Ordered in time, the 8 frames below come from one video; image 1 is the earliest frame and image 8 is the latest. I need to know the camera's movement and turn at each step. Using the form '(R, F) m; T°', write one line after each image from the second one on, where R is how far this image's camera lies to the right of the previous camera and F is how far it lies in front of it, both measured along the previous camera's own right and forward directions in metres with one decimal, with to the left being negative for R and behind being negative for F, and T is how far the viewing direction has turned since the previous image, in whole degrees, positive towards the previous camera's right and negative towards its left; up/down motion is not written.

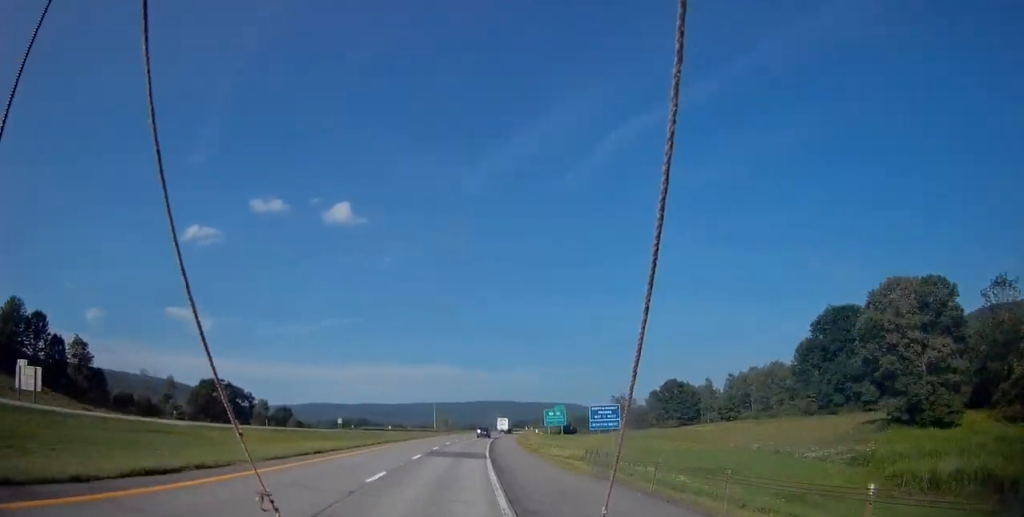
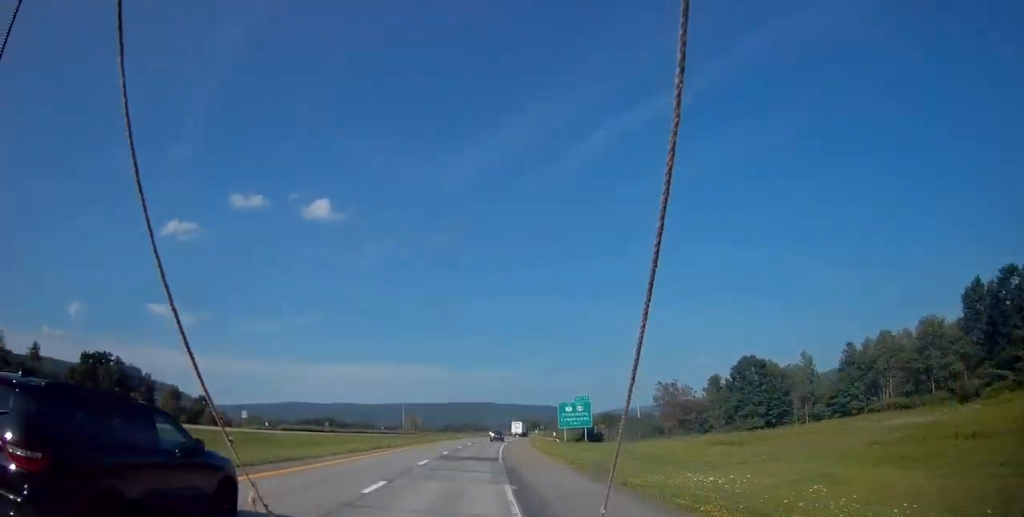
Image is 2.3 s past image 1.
(+3.1, +62.0) m; +3°
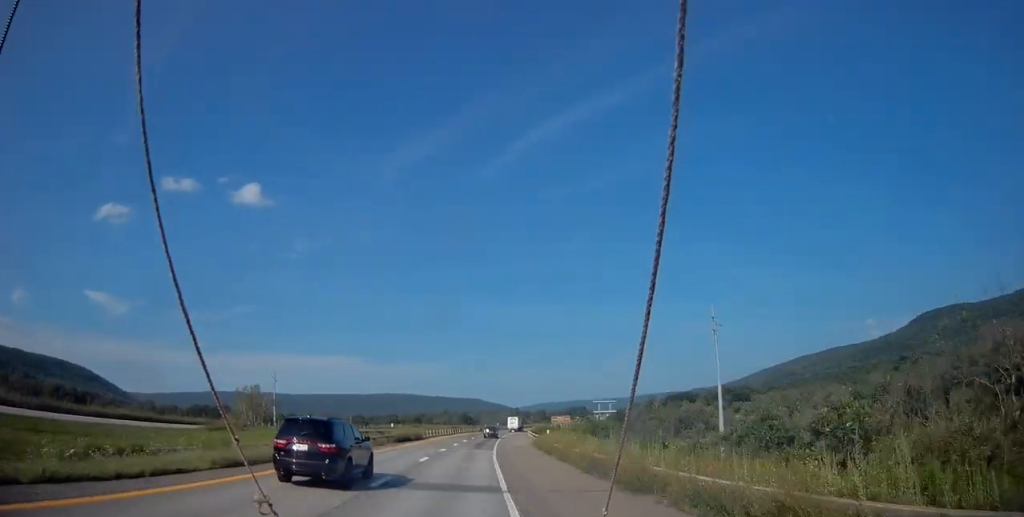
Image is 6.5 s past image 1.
(+6.5, +117.8) m; +7°
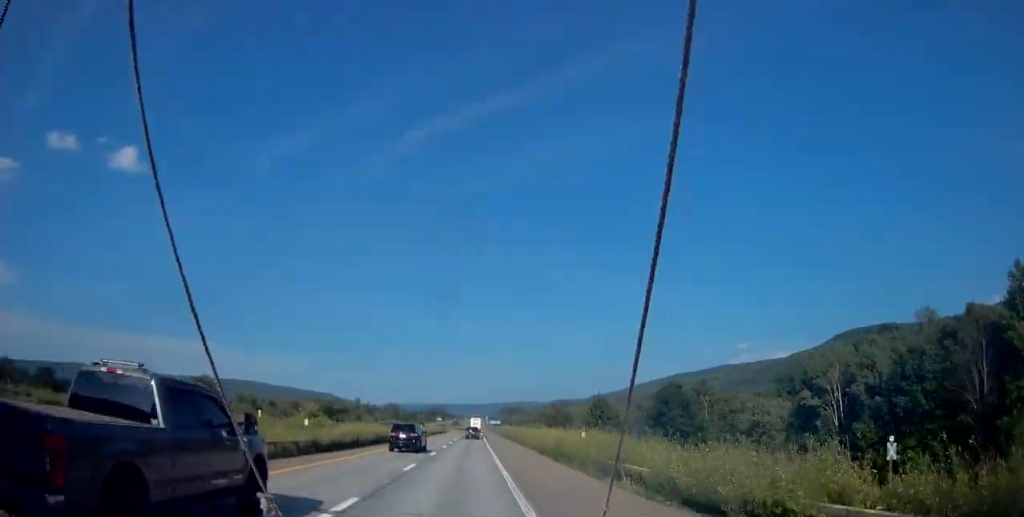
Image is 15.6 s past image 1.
(+31.7, +251.1) m; +13°
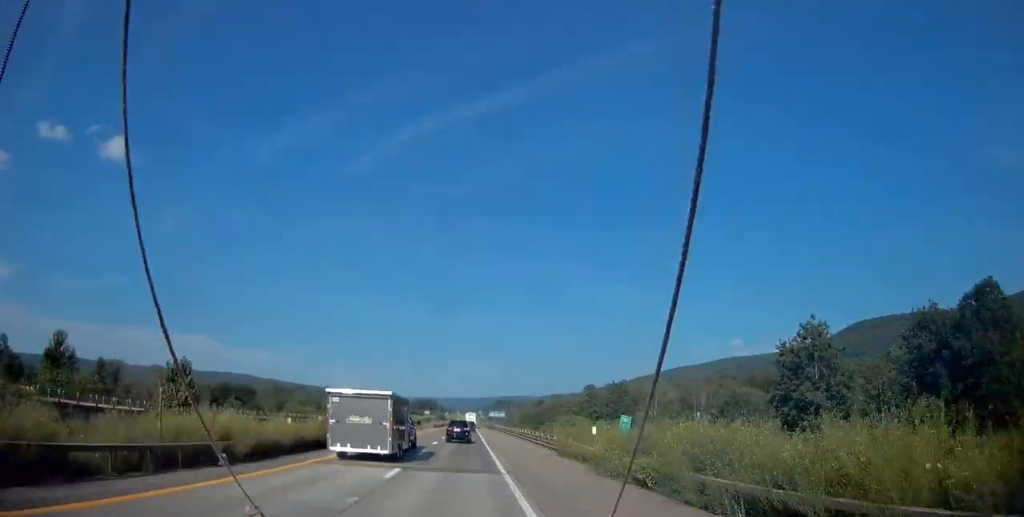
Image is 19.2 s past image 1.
(+2.2, +99.7) m; +1°
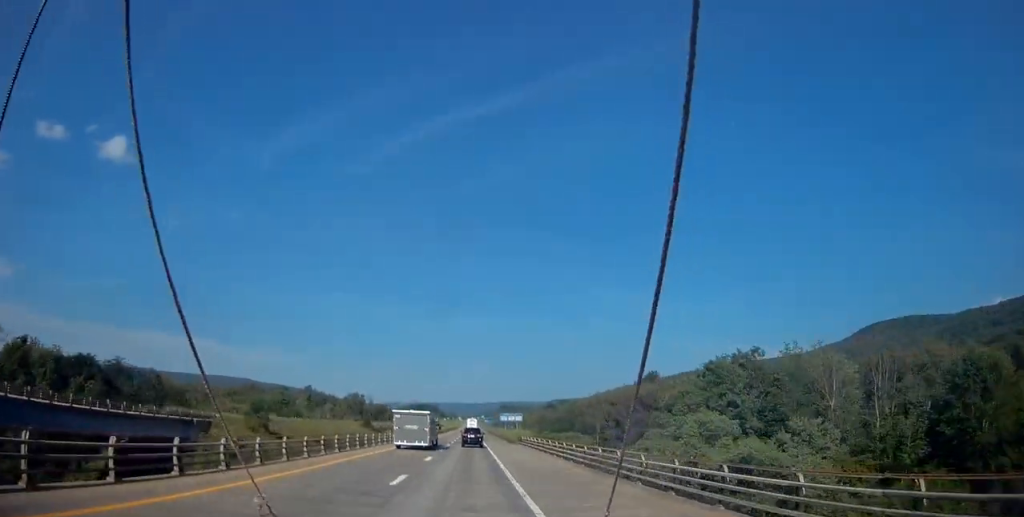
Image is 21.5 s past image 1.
(0.0, +62.2) m; 0°
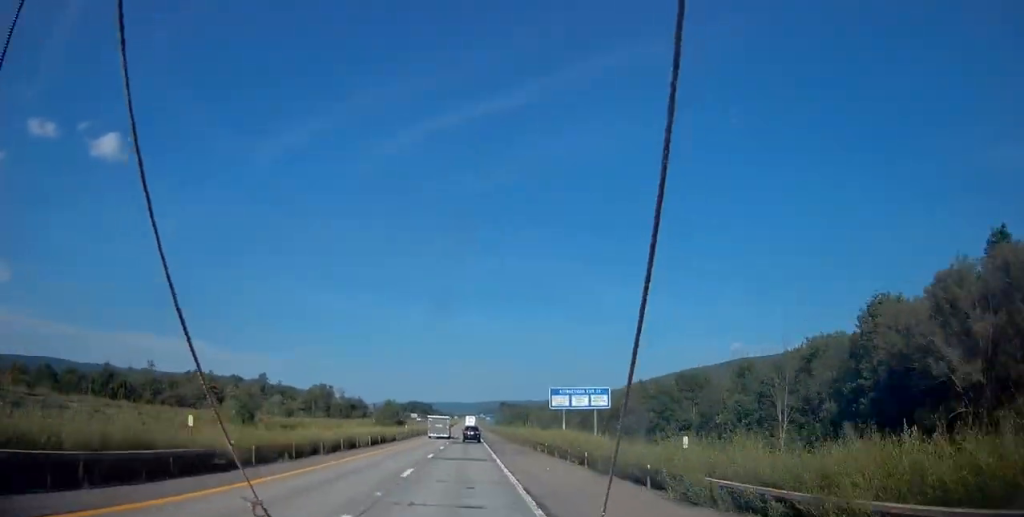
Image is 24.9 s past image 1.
(-0.3, +94.5) m; 0°
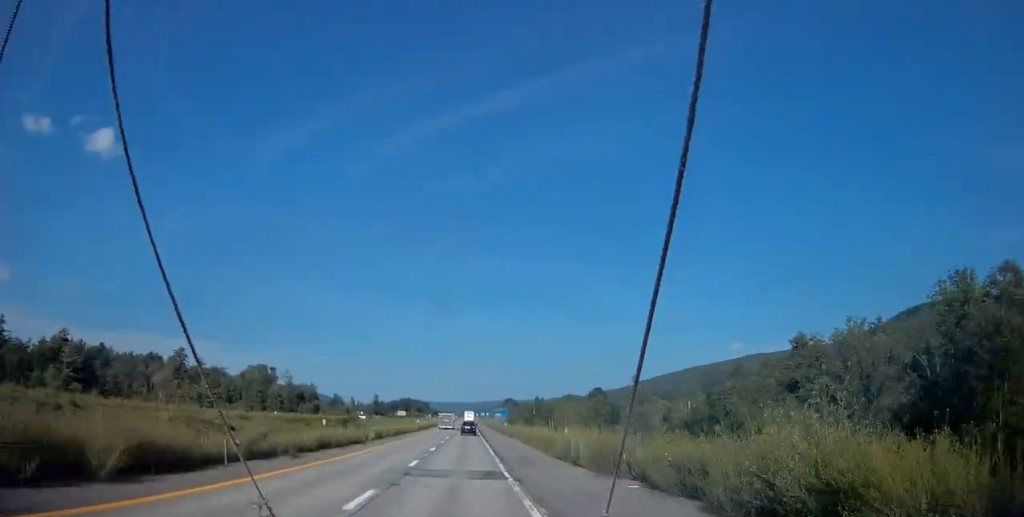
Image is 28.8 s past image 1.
(+0.3, +104.9) m; 0°
